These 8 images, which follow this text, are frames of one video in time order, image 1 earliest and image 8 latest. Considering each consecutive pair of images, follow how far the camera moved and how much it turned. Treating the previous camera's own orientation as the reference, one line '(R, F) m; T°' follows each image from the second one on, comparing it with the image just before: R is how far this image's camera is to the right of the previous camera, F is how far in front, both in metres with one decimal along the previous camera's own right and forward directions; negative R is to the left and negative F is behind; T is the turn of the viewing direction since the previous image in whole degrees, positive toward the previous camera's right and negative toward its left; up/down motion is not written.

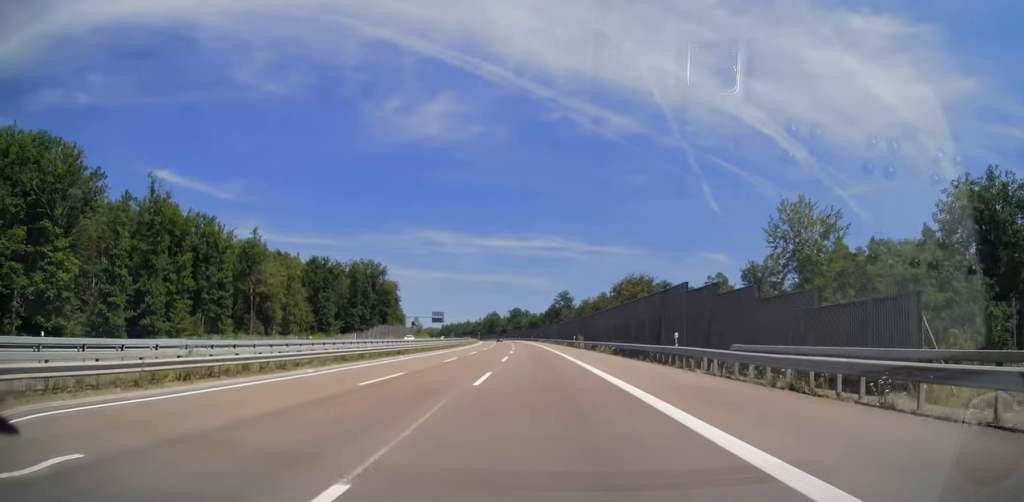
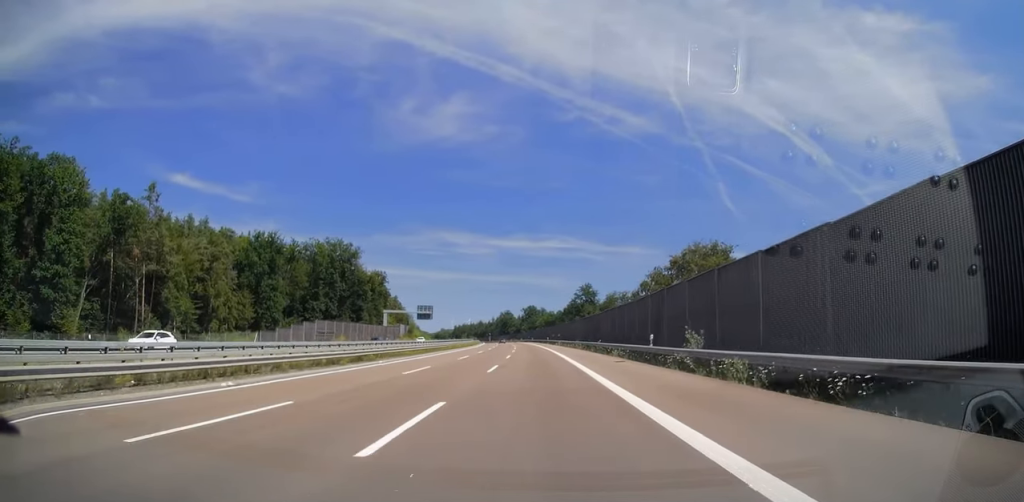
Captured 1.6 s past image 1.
(-0.7, +46.8) m; -2°
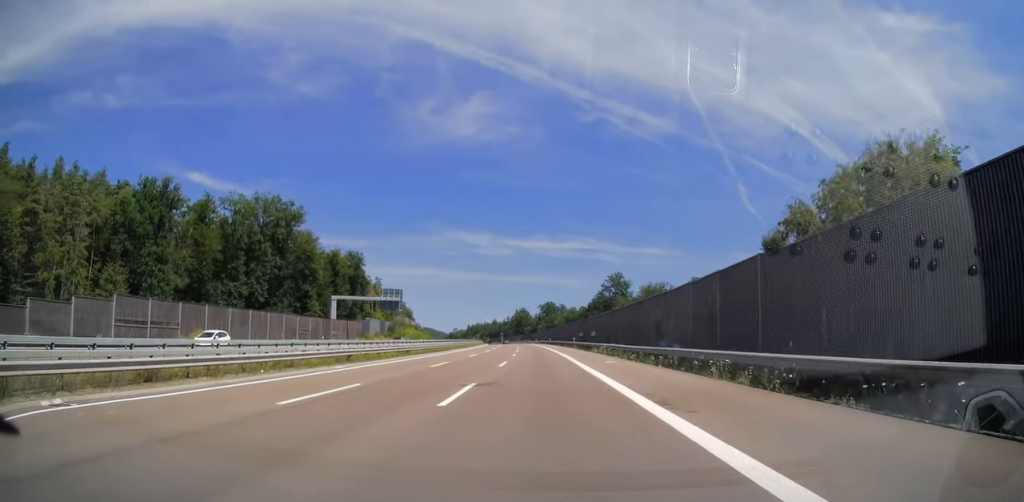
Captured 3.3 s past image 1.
(-0.1, +49.2) m; -1°
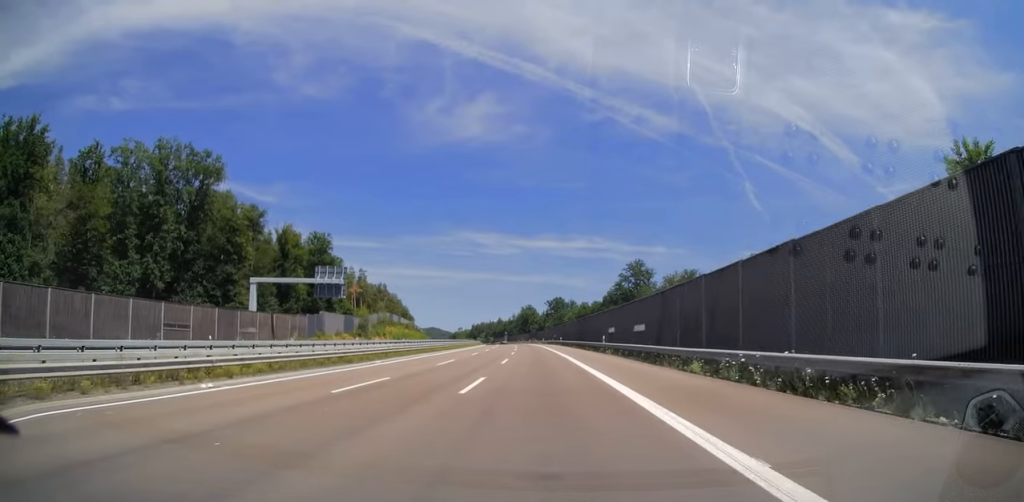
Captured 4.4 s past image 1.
(-0.6, +32.7) m; -2°
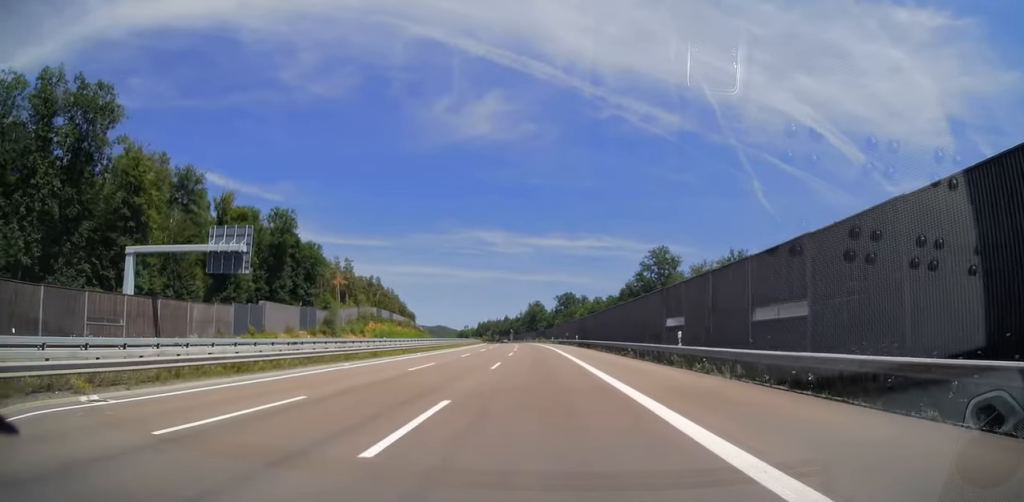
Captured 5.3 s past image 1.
(-0.2, +26.0) m; 0°
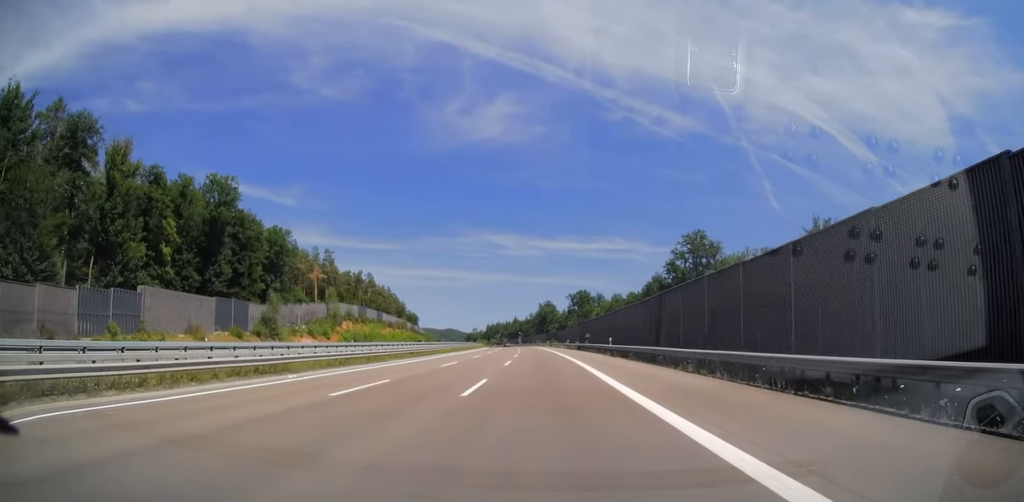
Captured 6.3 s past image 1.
(0.0, +28.5) m; -1°
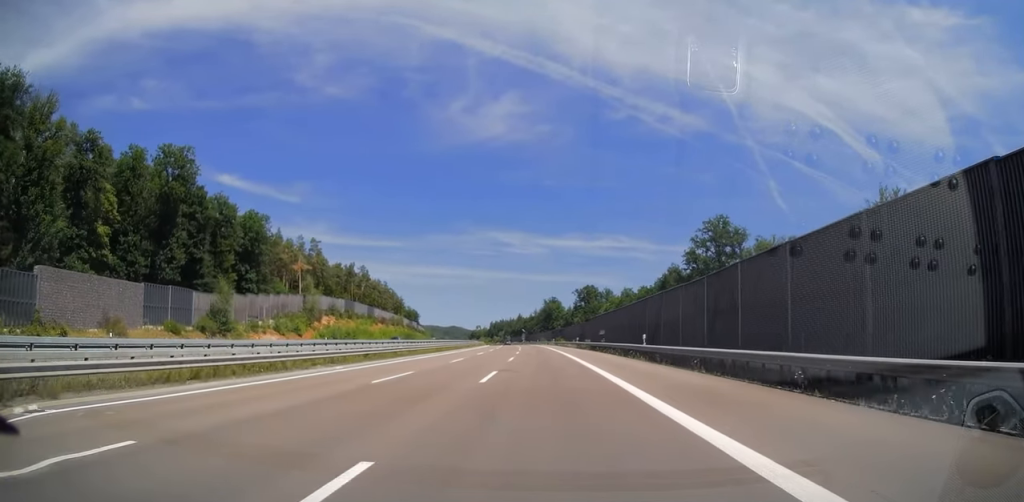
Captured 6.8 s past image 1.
(0.0, +14.5) m; 0°
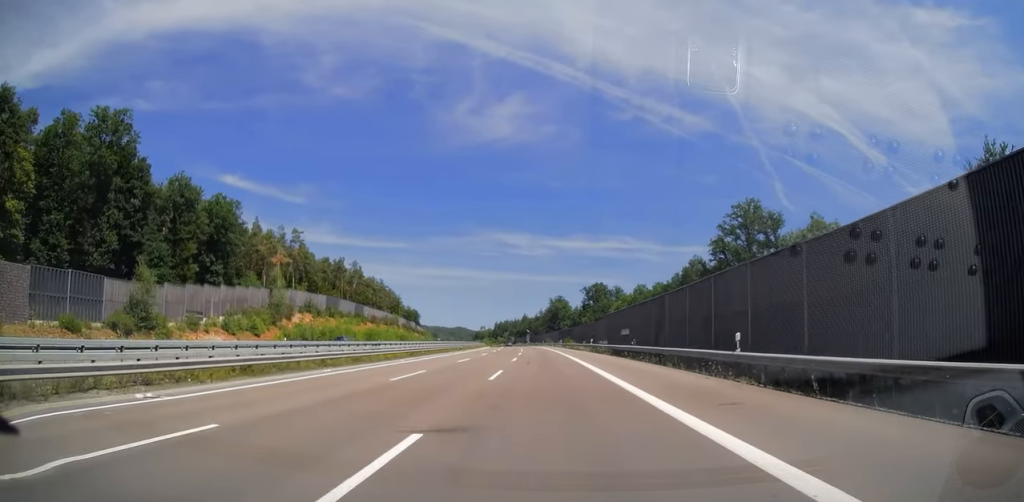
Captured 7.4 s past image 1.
(-0.2, +16.0) m; -1°
